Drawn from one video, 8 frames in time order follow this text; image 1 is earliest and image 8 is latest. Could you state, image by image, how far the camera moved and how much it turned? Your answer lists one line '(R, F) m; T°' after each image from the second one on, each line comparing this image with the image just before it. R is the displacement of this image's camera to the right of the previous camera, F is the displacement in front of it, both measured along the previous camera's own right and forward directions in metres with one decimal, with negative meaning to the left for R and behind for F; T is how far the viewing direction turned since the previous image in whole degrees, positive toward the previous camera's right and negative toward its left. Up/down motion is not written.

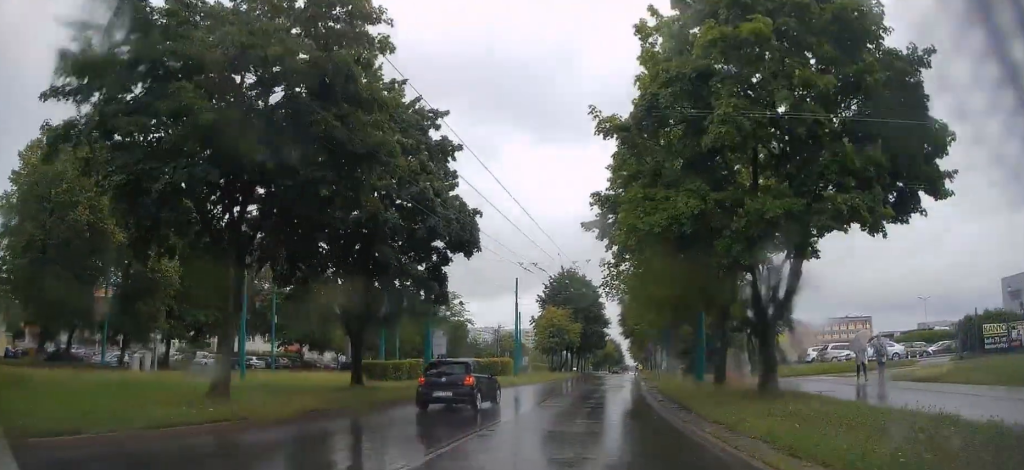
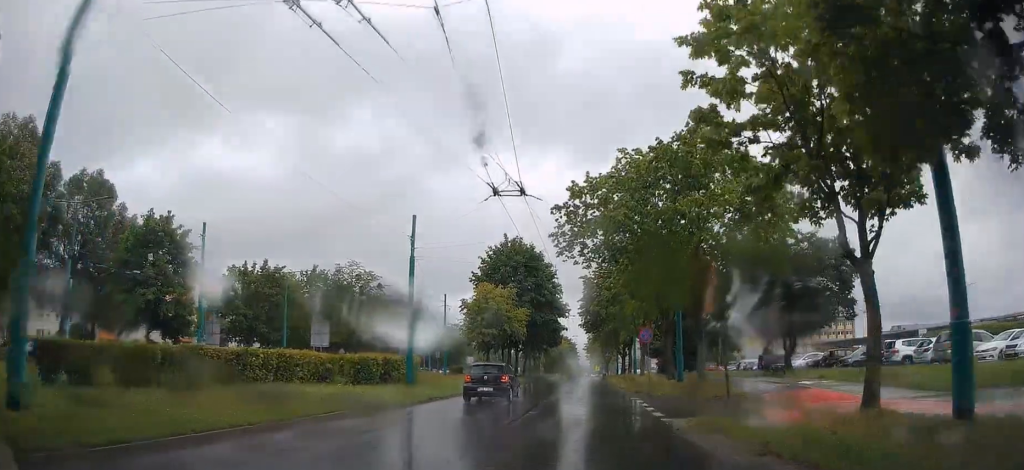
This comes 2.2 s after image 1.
(+1.0, +24.0) m; +2°
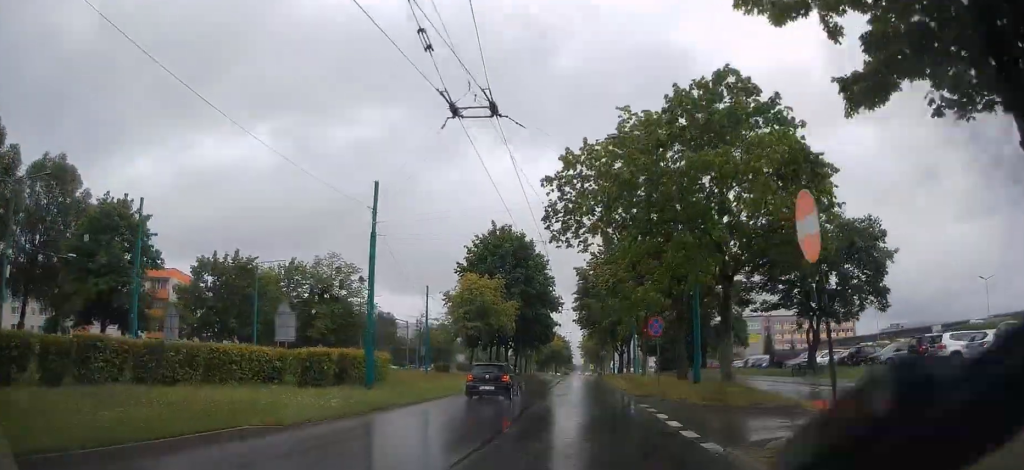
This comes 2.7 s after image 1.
(+0.1, +5.4) m; -1°
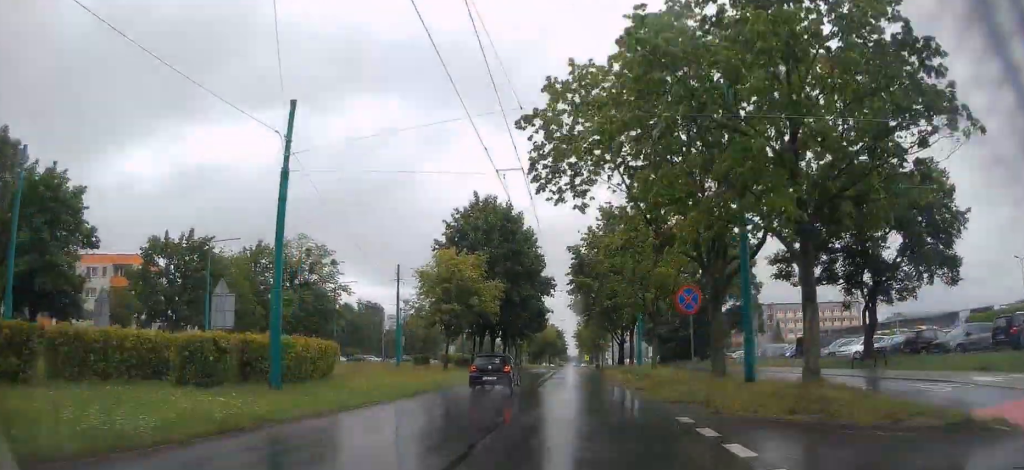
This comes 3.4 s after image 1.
(-0.3, +7.9) m; 0°
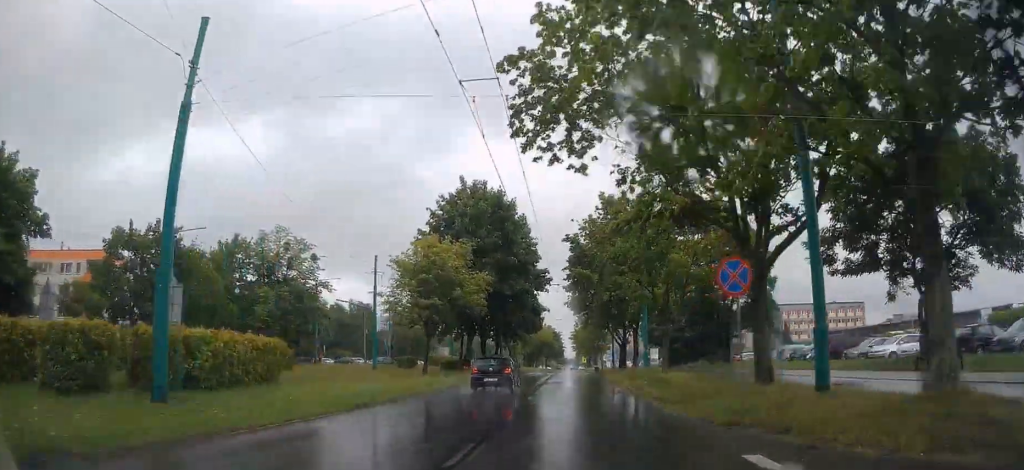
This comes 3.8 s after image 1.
(0.0, +5.2) m; 0°
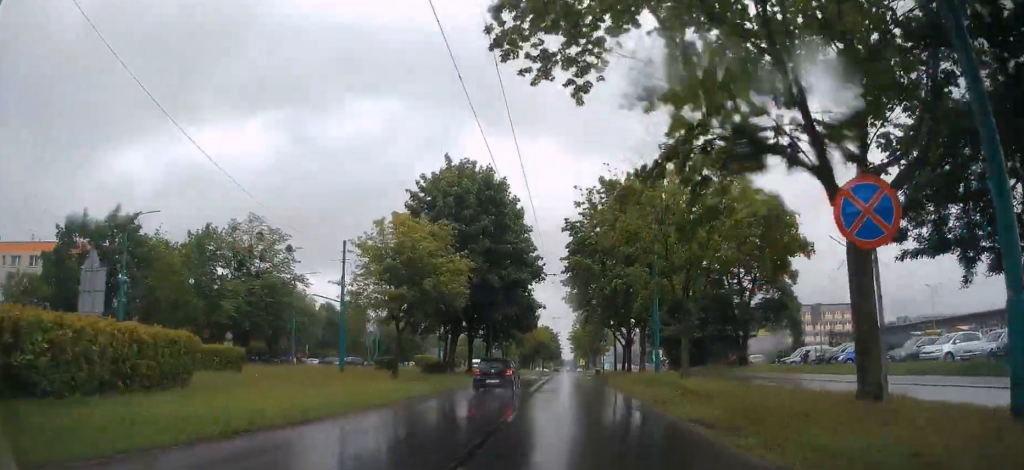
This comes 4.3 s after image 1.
(+0.2, +6.0) m; +1°
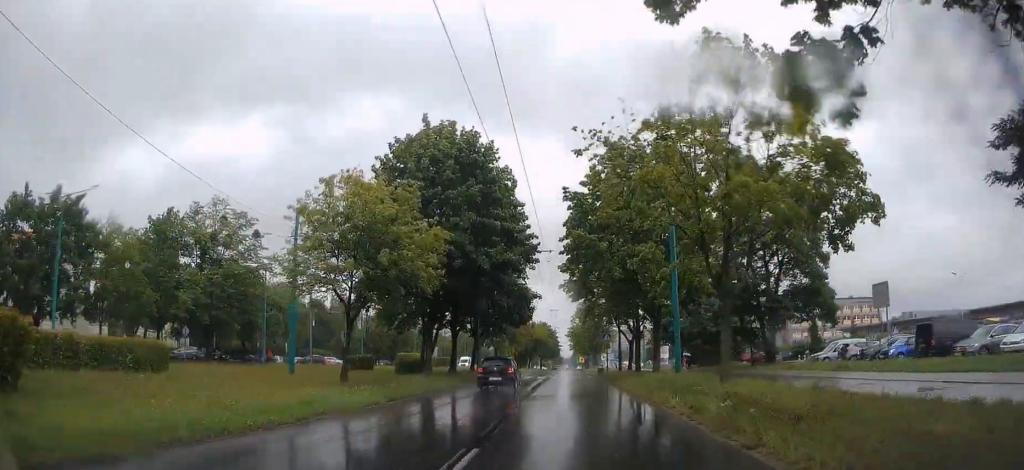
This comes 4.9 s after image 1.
(+0.1, +6.8) m; +1°
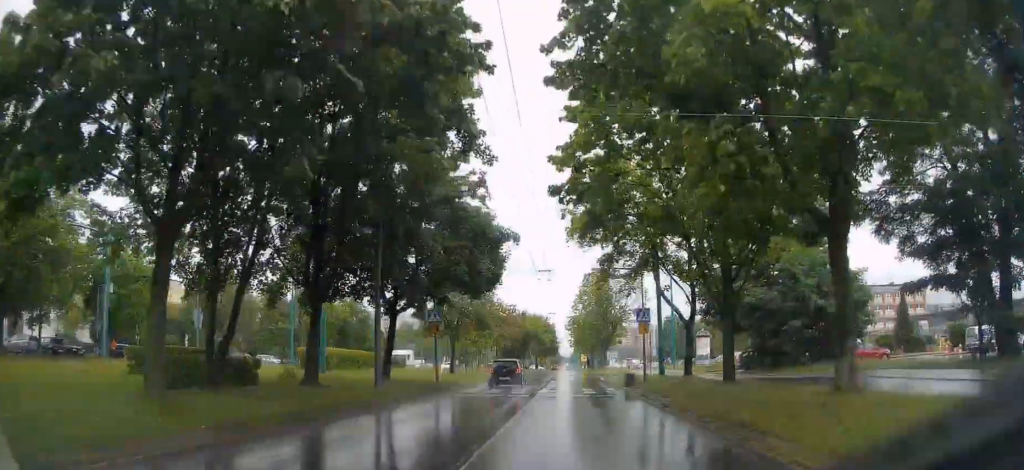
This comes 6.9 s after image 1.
(-0.2, +24.5) m; -2°
